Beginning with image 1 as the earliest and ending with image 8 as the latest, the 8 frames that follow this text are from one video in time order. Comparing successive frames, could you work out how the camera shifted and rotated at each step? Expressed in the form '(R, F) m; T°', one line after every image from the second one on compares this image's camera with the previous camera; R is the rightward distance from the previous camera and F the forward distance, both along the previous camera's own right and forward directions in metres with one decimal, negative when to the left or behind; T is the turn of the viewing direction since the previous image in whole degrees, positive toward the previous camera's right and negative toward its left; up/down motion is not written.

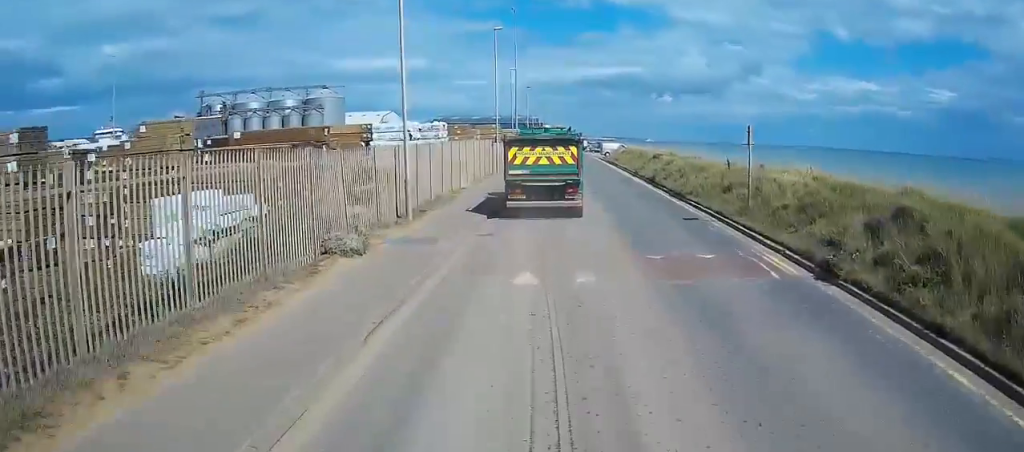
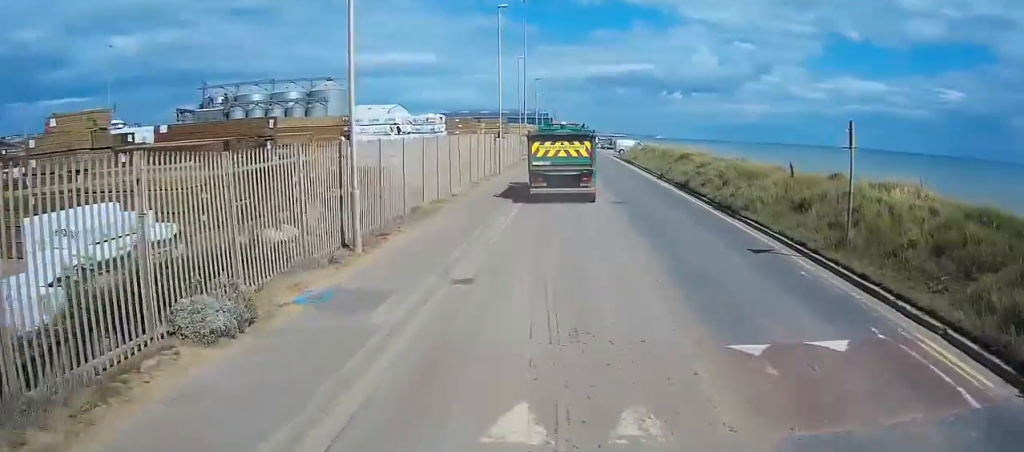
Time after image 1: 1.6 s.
(0.0, +6.8) m; 0°
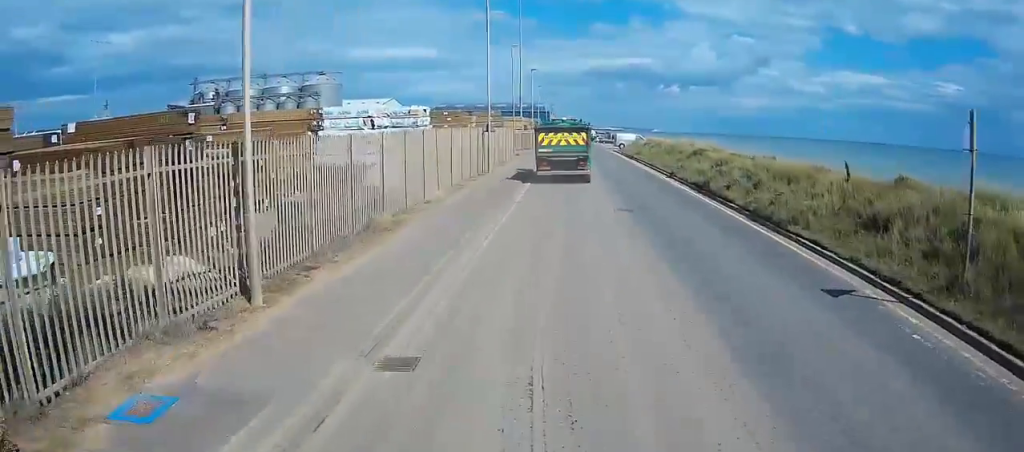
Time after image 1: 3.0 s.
(0.0, +5.1) m; 0°
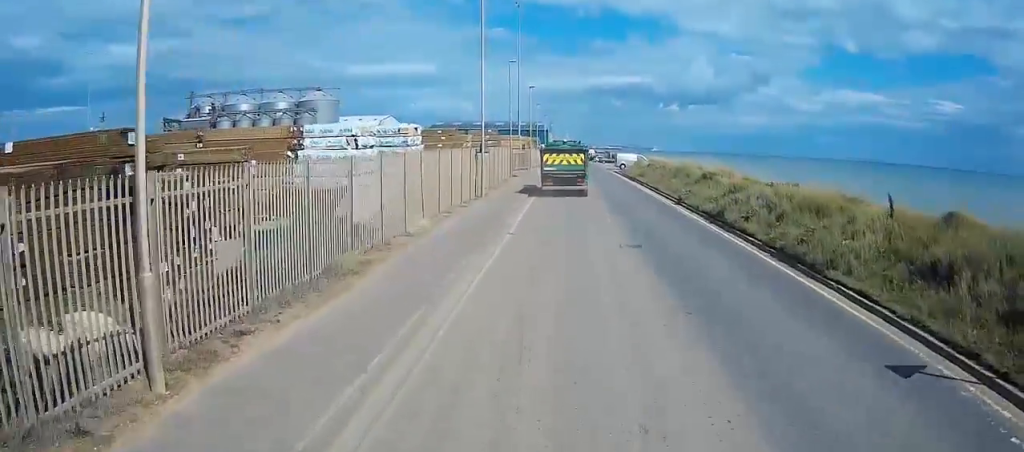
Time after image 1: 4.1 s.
(0.0, +3.3) m; +1°
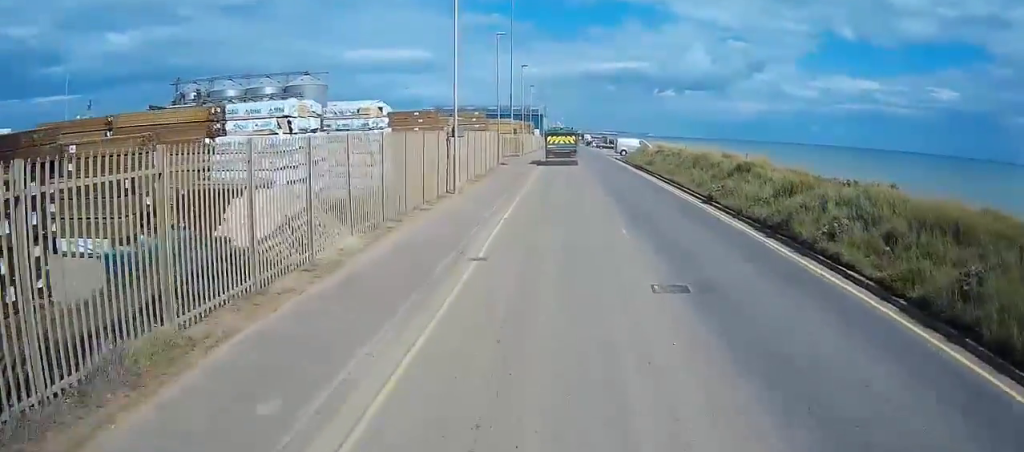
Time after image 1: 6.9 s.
(+0.2, +9.1) m; 0°
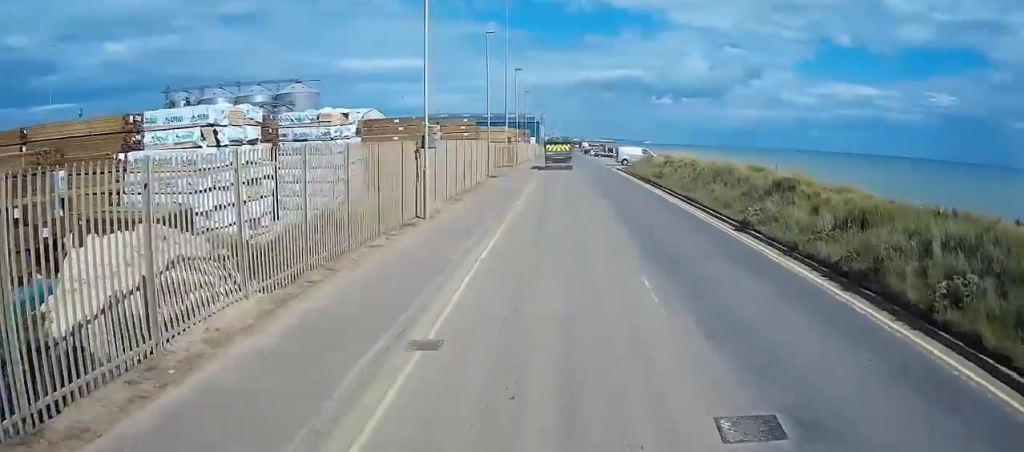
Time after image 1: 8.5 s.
(-0.2, +6.0) m; -2°
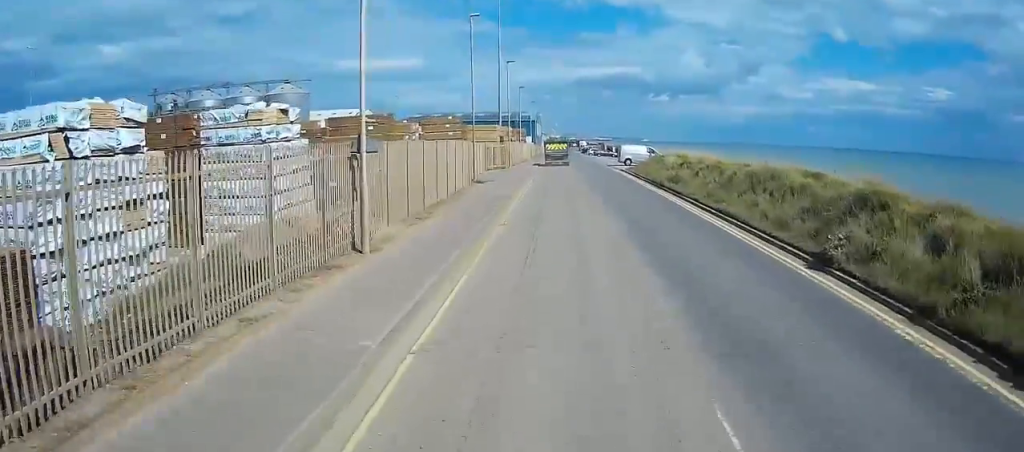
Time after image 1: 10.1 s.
(0.0, +7.3) m; 0°
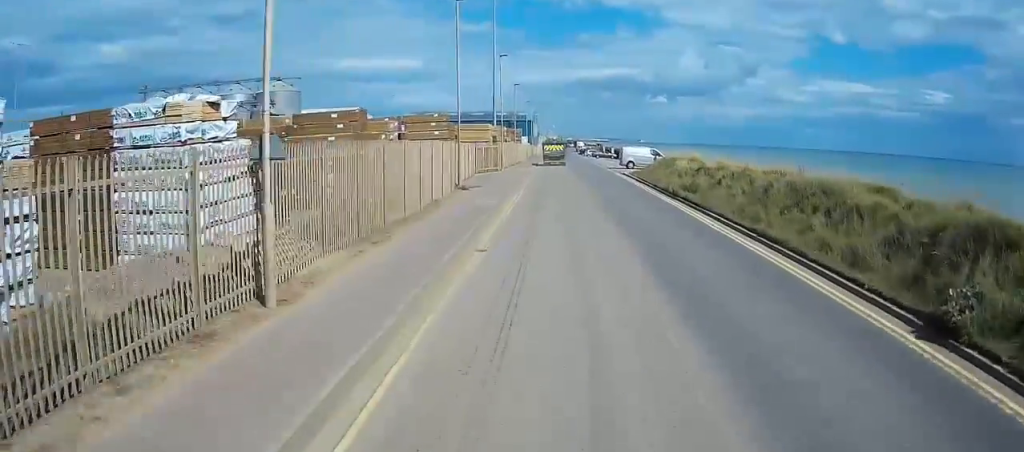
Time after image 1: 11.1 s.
(0.0, +5.0) m; 0°
